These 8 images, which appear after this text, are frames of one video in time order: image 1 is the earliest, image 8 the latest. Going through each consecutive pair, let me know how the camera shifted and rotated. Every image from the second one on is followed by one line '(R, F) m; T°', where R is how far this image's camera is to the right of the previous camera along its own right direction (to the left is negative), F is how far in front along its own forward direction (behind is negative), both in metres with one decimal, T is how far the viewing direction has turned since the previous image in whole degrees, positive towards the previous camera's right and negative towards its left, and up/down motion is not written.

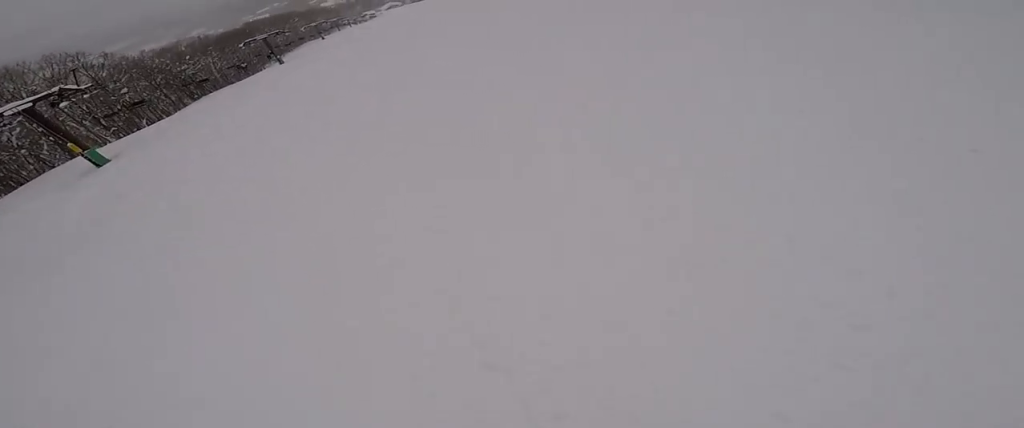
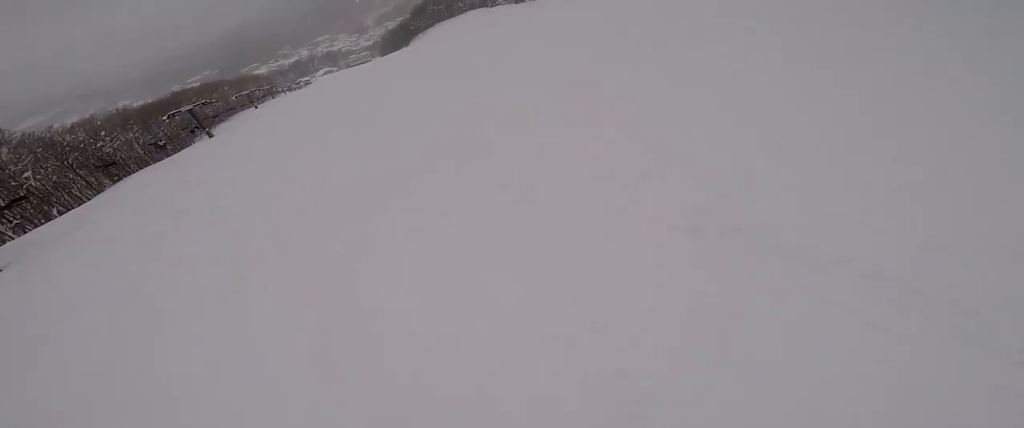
(+0.4, +4.3) m; +8°
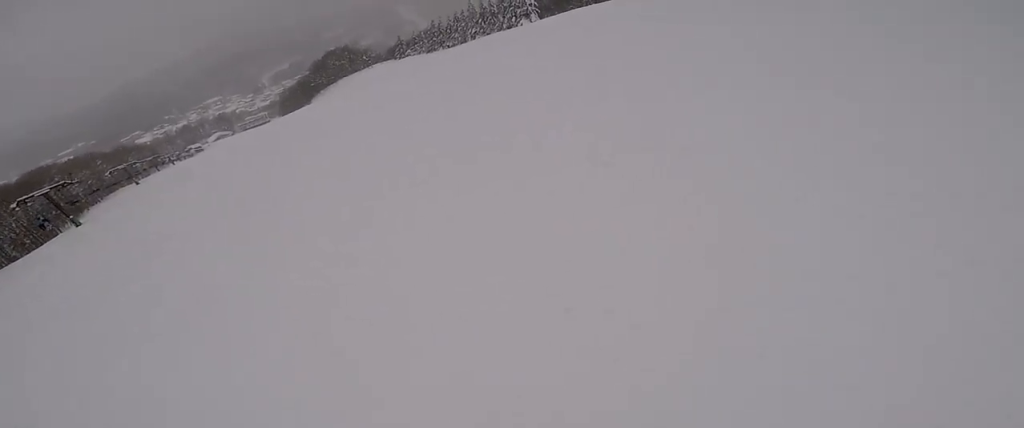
(+0.1, +5.9) m; +8°
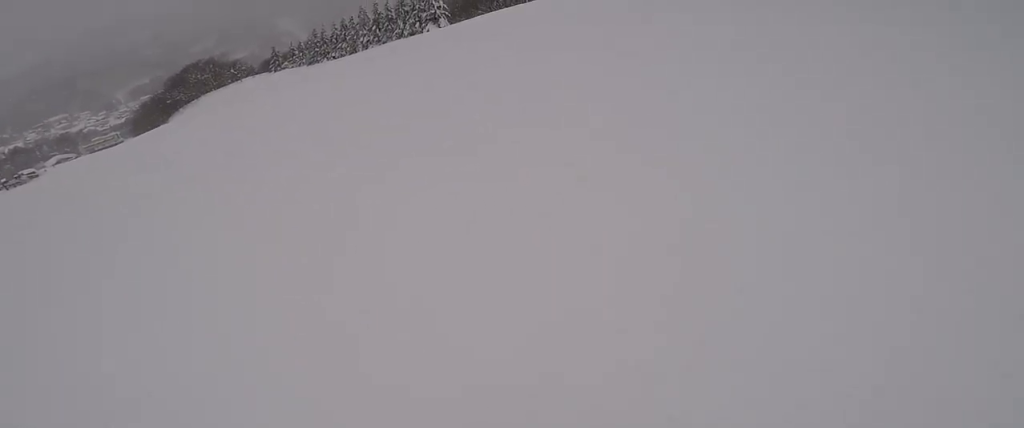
(+2.4, +12.3) m; +18°
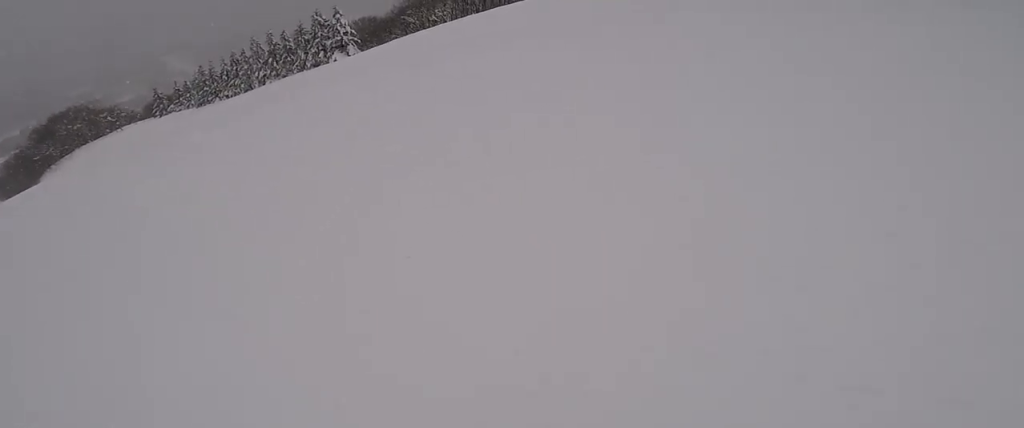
(+0.4, +6.4) m; +1°
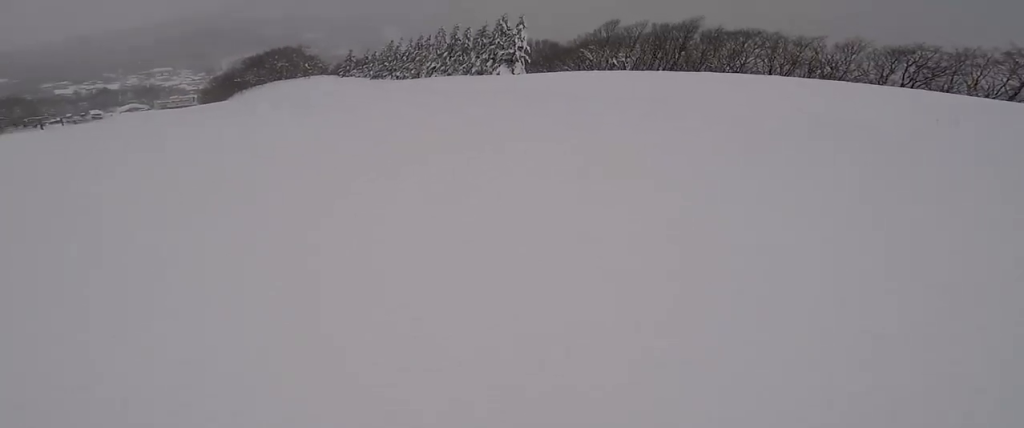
(-2.8, +10.0) m; -37°
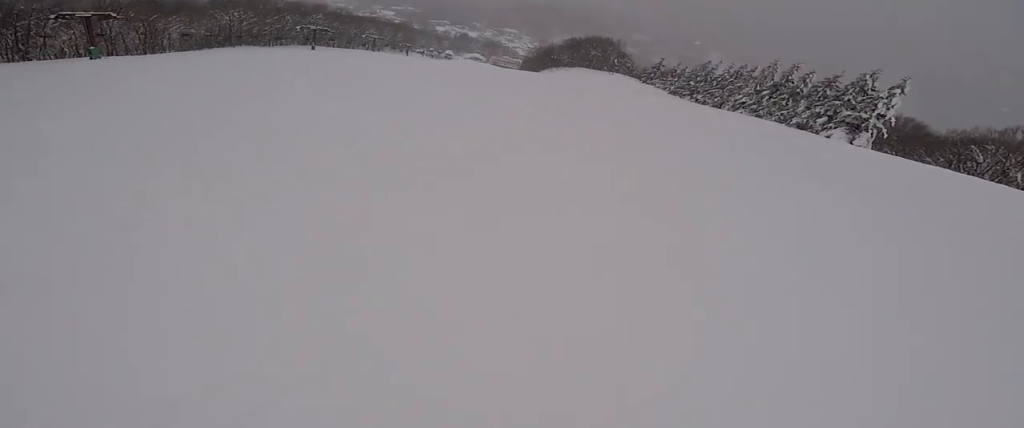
(-1.7, +8.2) m; -31°
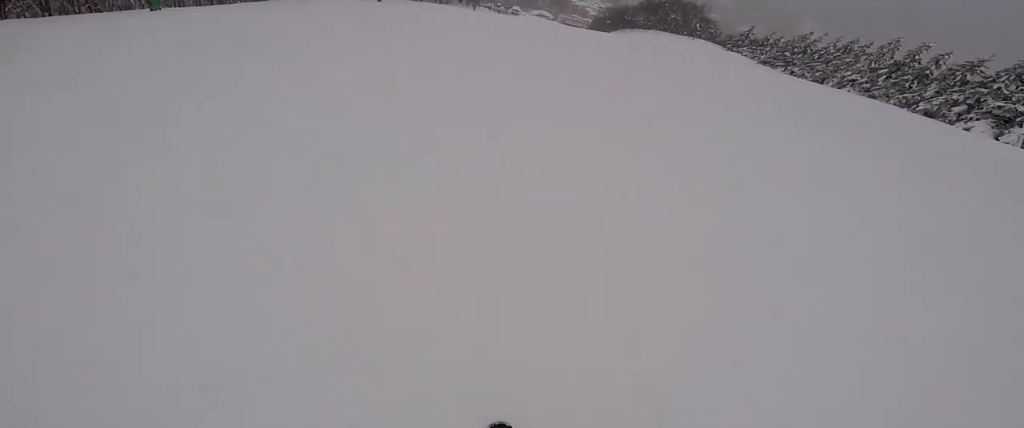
(-0.8, +4.4) m; -14°
